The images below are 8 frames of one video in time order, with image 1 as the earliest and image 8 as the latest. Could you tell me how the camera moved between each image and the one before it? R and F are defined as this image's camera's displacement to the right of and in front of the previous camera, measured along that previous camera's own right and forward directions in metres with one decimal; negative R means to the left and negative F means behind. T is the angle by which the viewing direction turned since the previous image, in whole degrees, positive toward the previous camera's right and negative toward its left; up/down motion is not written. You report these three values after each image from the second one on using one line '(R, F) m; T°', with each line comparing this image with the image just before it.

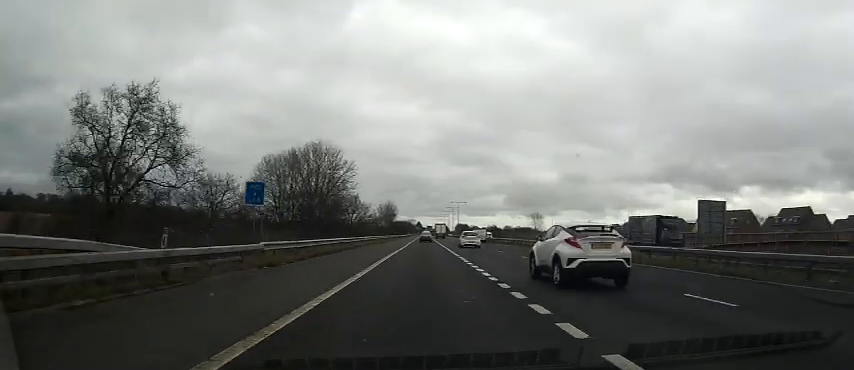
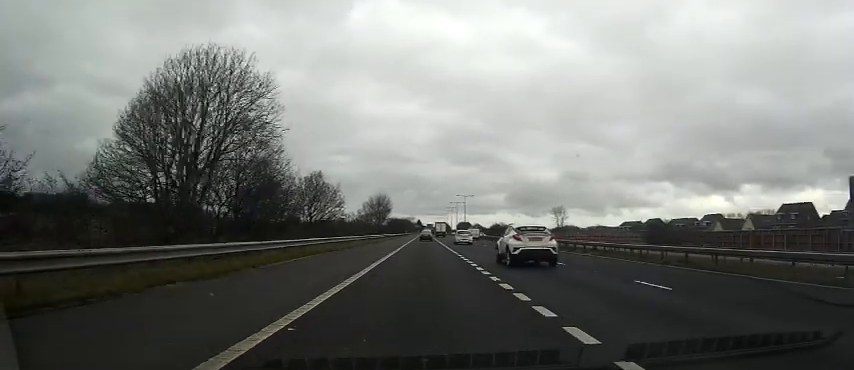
(0.0, +25.1) m; 0°
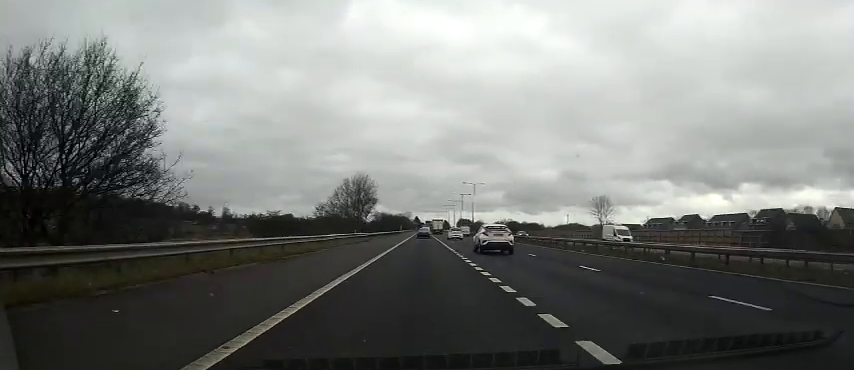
(0.0, +32.5) m; 0°
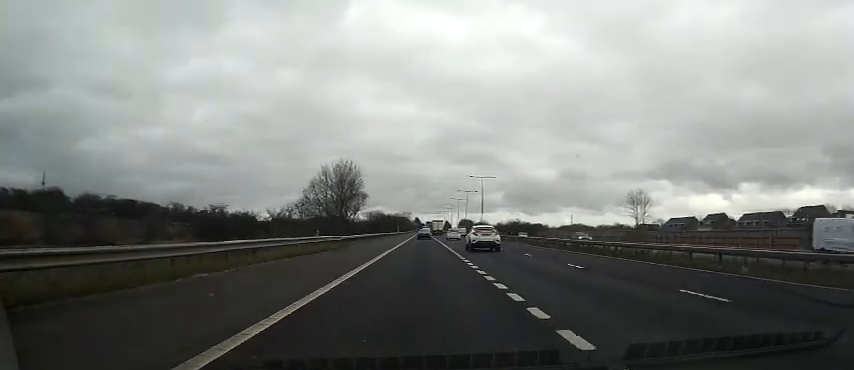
(0.0, +16.7) m; 0°
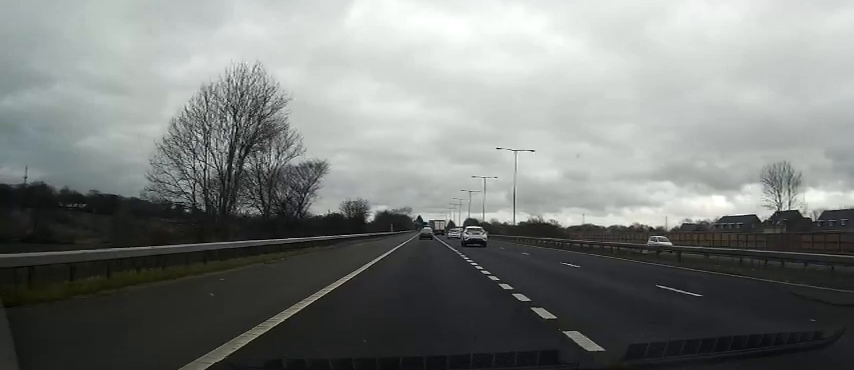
(0.0, +34.4) m; 0°
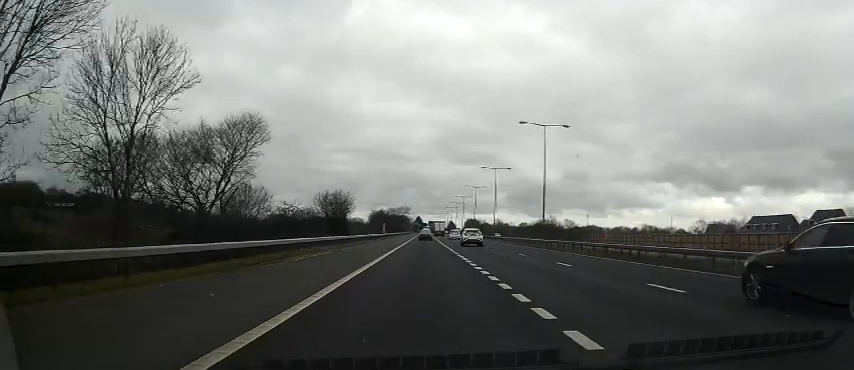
(0.0, +17.7) m; 0°
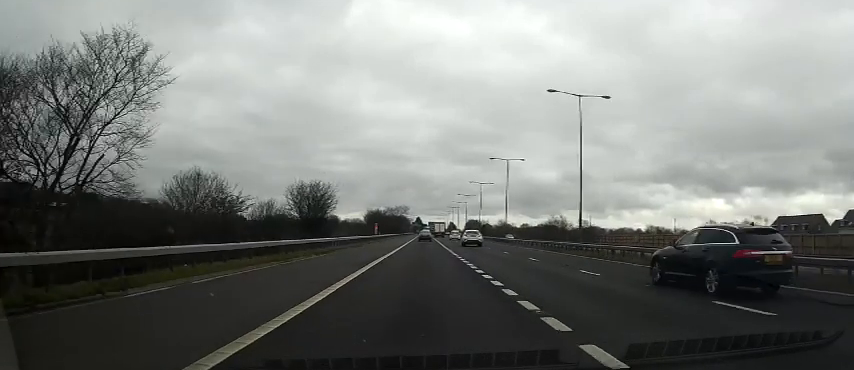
(0.0, +12.4) m; 0°
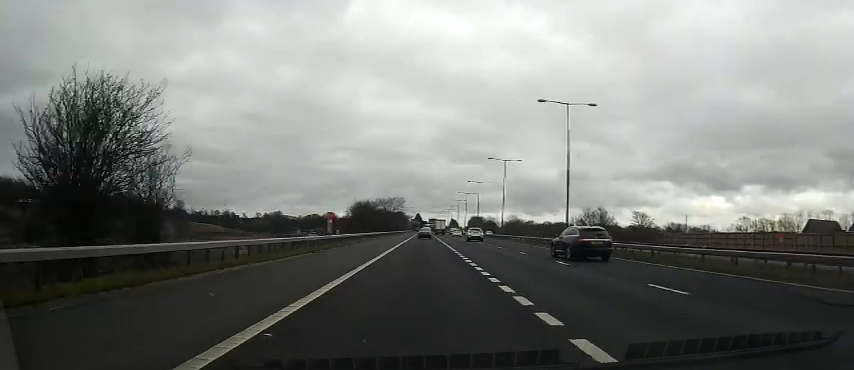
(-0.1, +31.4) m; 0°
